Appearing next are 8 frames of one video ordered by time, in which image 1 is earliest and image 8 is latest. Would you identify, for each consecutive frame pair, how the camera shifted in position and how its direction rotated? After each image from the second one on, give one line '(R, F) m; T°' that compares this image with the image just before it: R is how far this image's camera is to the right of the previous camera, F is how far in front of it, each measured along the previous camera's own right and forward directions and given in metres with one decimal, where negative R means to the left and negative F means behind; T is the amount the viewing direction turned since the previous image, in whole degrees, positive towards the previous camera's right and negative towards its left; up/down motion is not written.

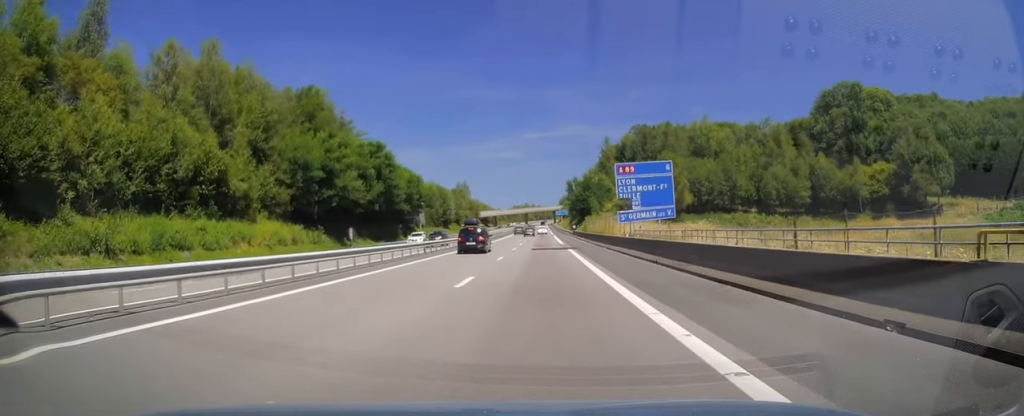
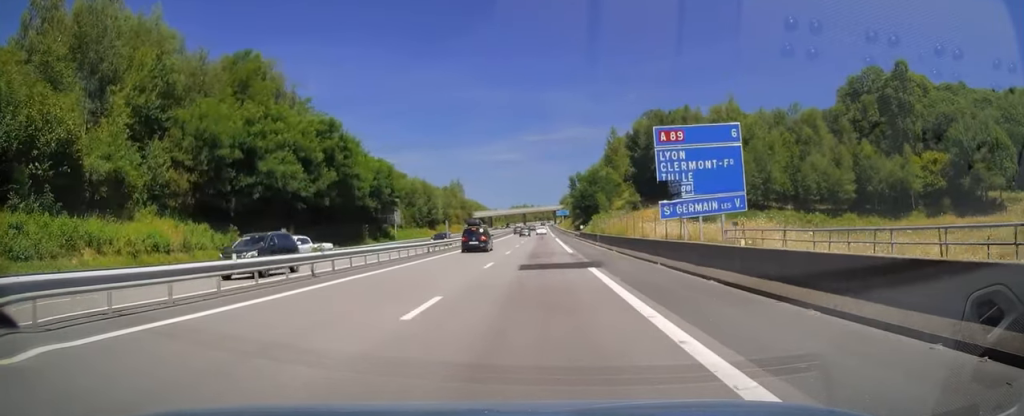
(0.0, +18.4) m; 0°
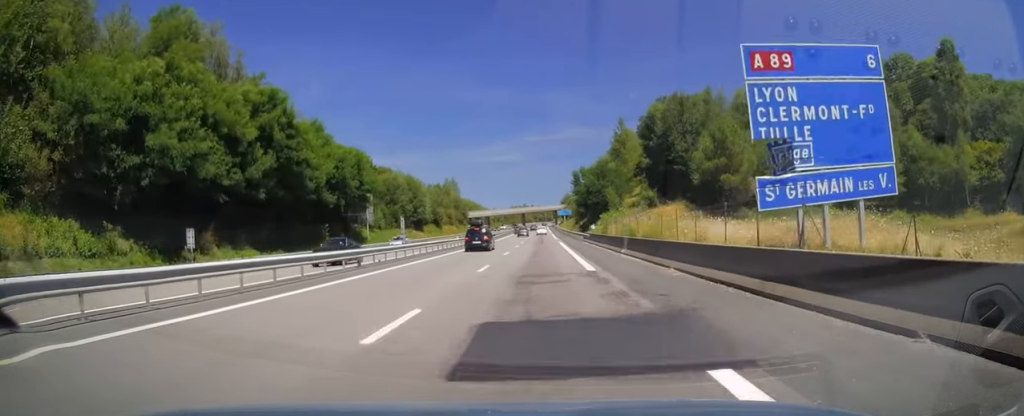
(0.0, +14.8) m; 0°
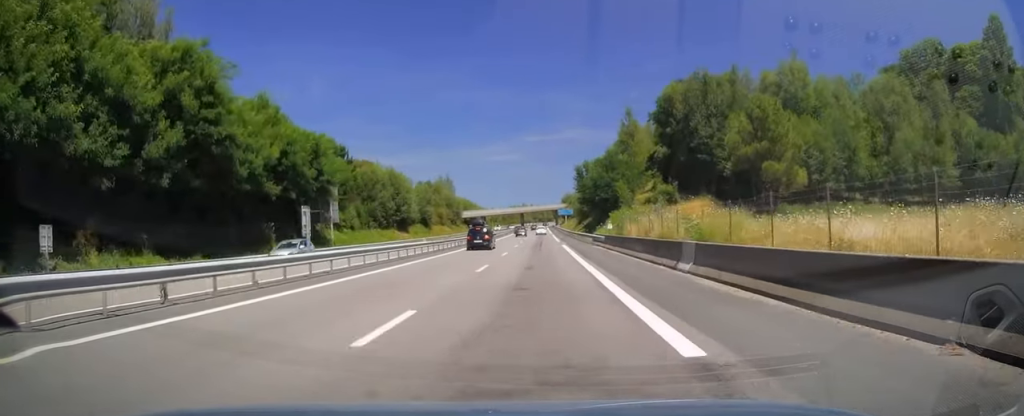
(0.0, +13.4) m; 0°
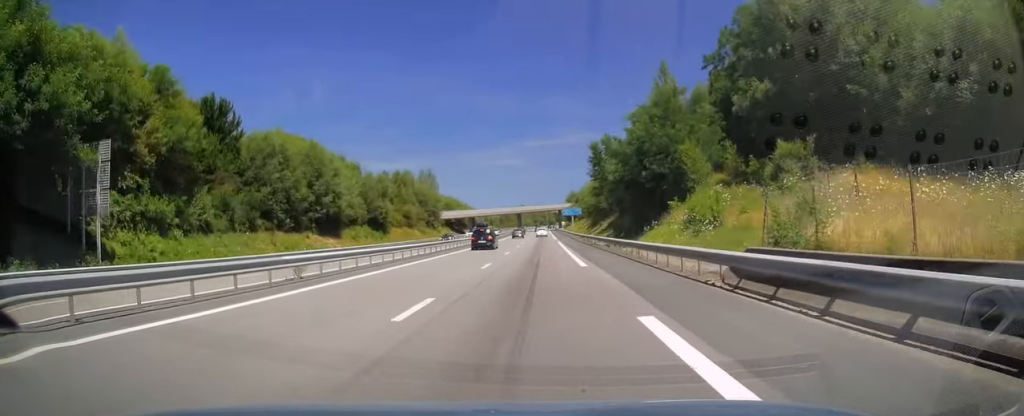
(+0.1, +37.0) m; 0°
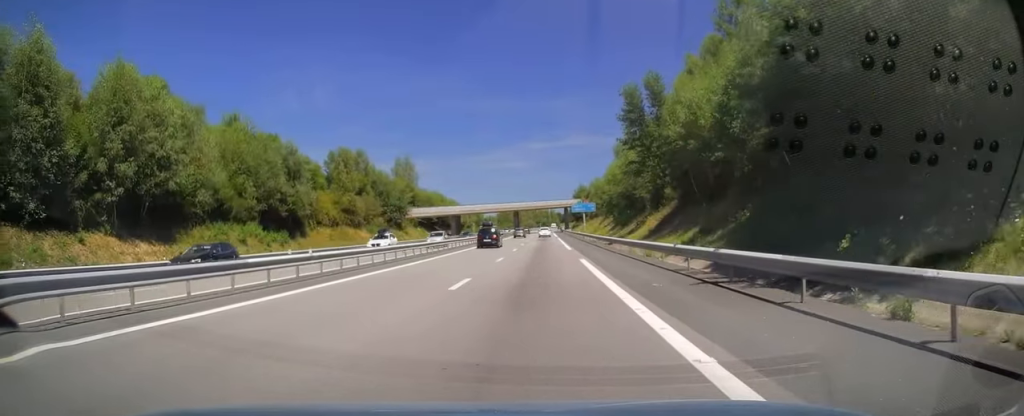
(-0.1, +34.5) m; 0°
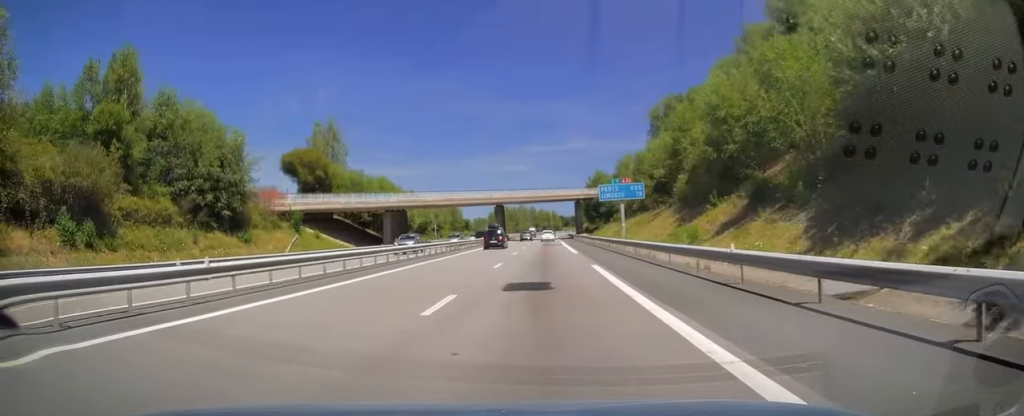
(0.0, +56.4) m; 0°
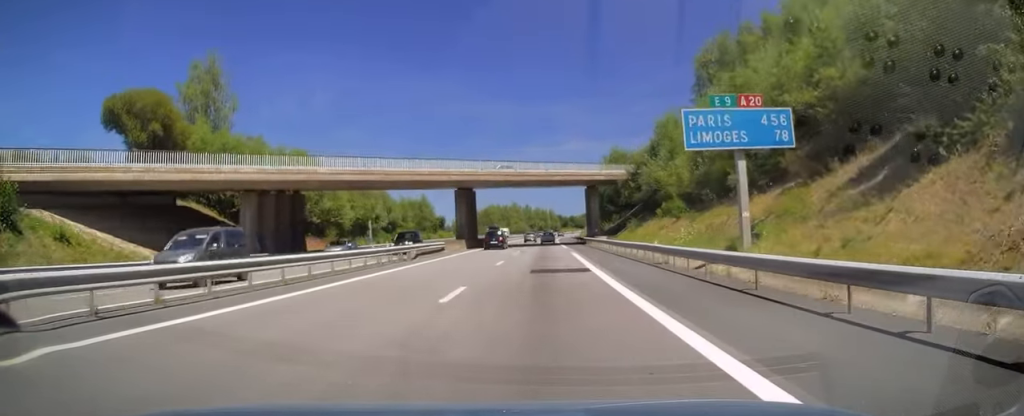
(0.0, +37.1) m; 0°
